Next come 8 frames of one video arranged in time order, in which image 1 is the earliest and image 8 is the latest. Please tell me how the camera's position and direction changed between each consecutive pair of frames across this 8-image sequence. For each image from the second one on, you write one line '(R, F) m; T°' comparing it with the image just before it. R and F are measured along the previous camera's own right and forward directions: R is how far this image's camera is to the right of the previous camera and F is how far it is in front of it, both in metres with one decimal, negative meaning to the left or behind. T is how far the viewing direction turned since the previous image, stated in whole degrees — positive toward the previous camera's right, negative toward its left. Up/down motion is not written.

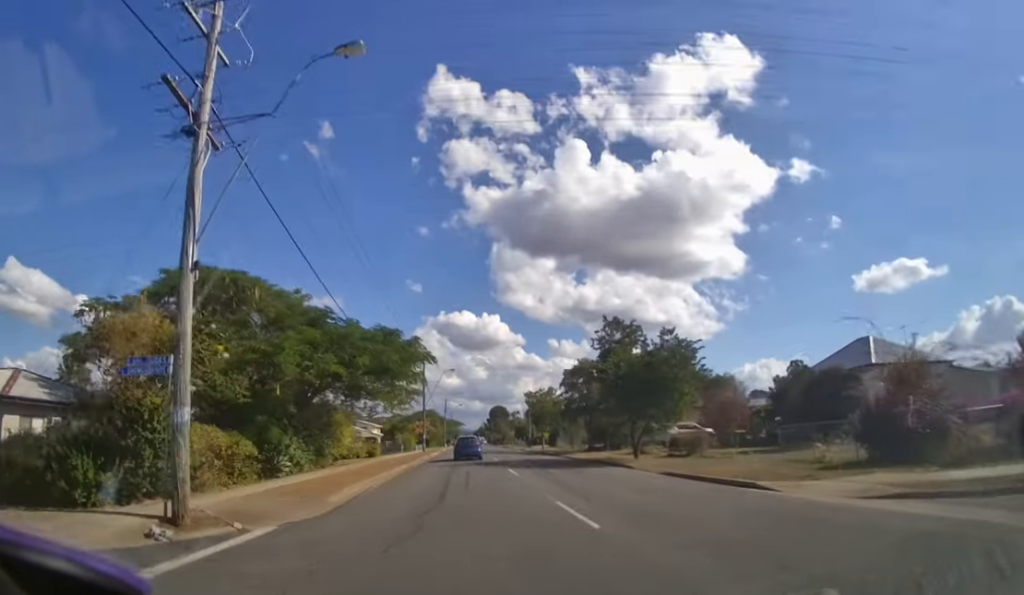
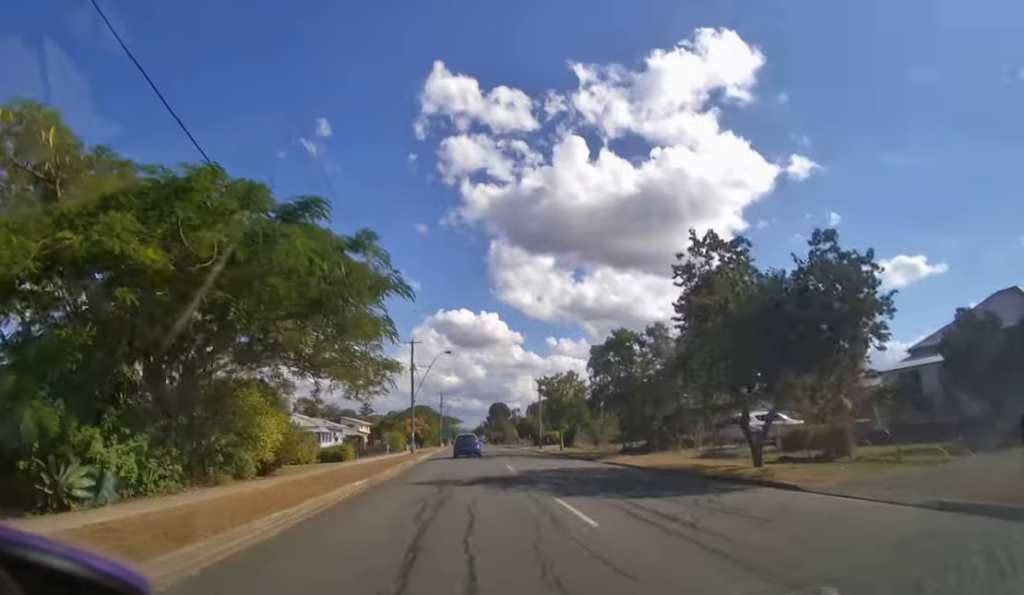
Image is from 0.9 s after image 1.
(0.0, +11.8) m; 0°
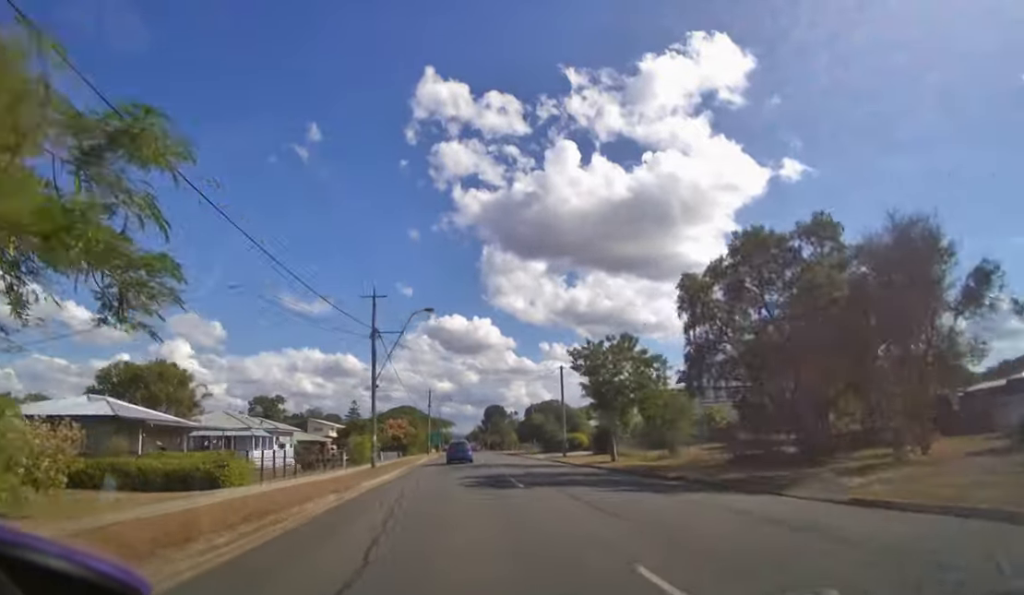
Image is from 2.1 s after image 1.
(+0.1, +18.7) m; 0°
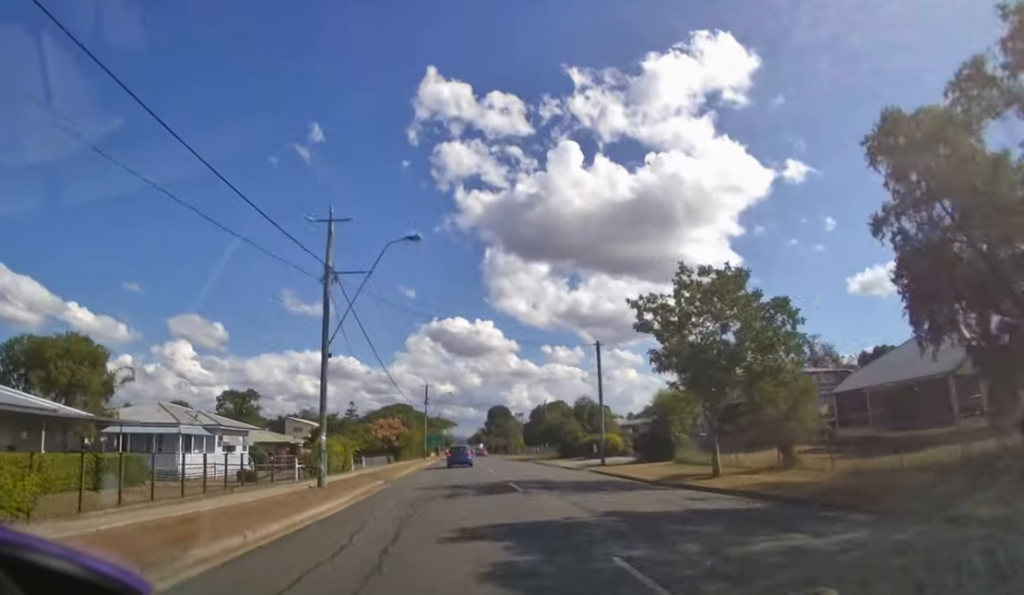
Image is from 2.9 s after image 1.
(0.0, +12.9) m; 0°
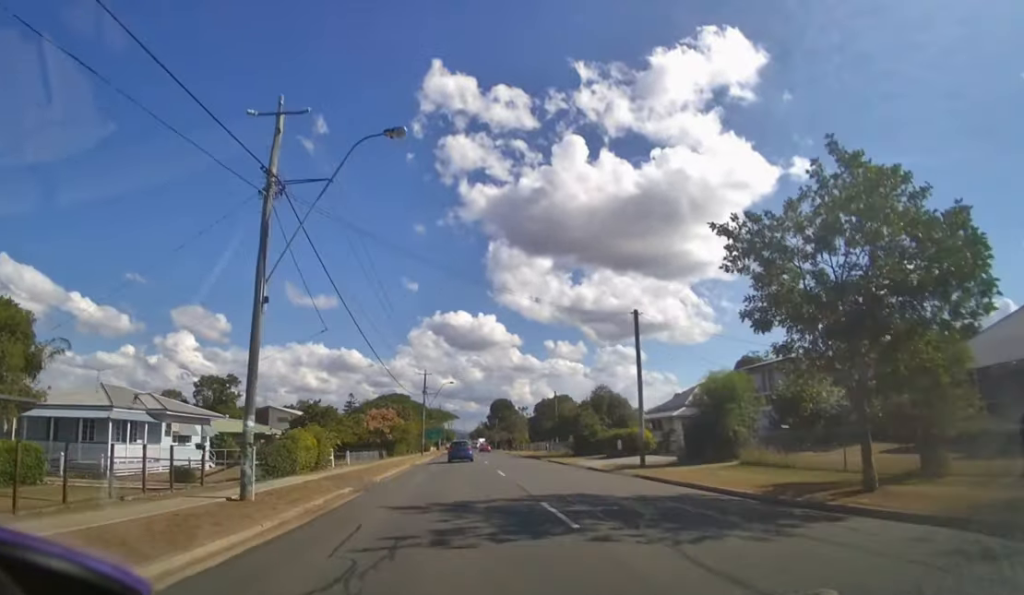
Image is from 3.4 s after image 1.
(0.0, +7.1) m; 0°
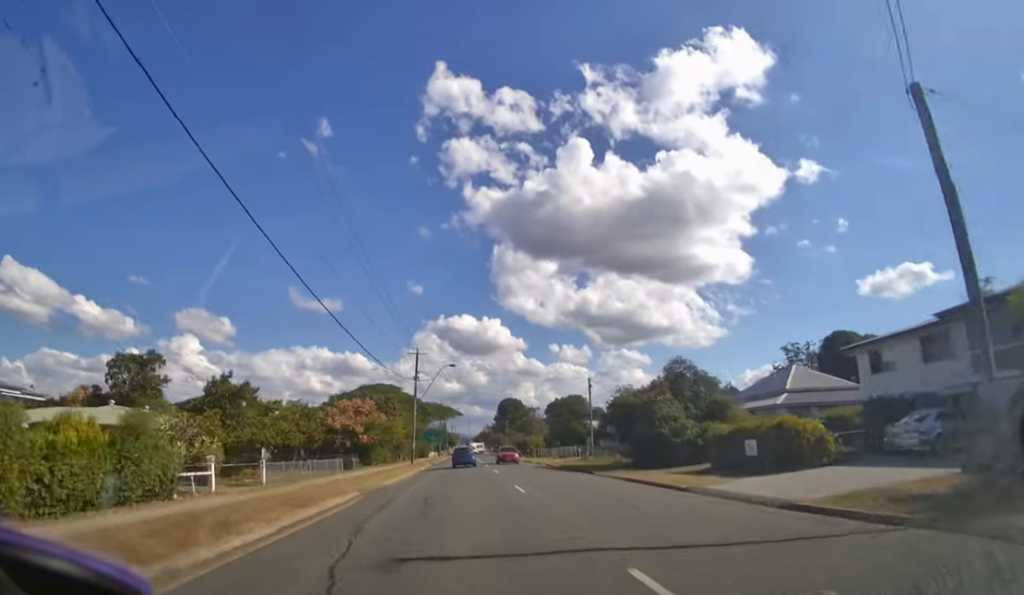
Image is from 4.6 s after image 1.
(0.0, +18.0) m; -1°
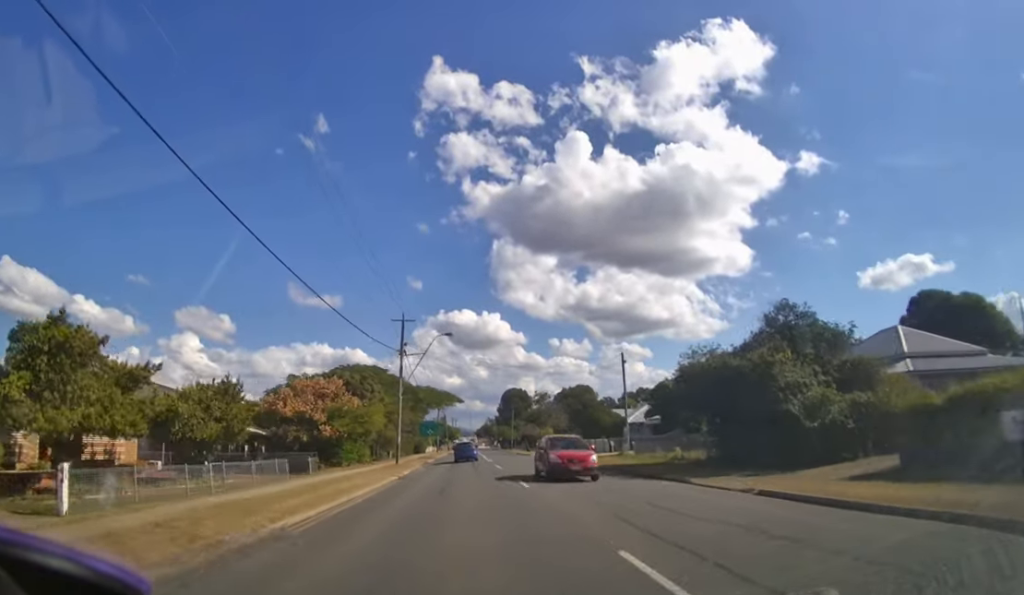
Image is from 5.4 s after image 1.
(-0.1, +11.3) m; 0°
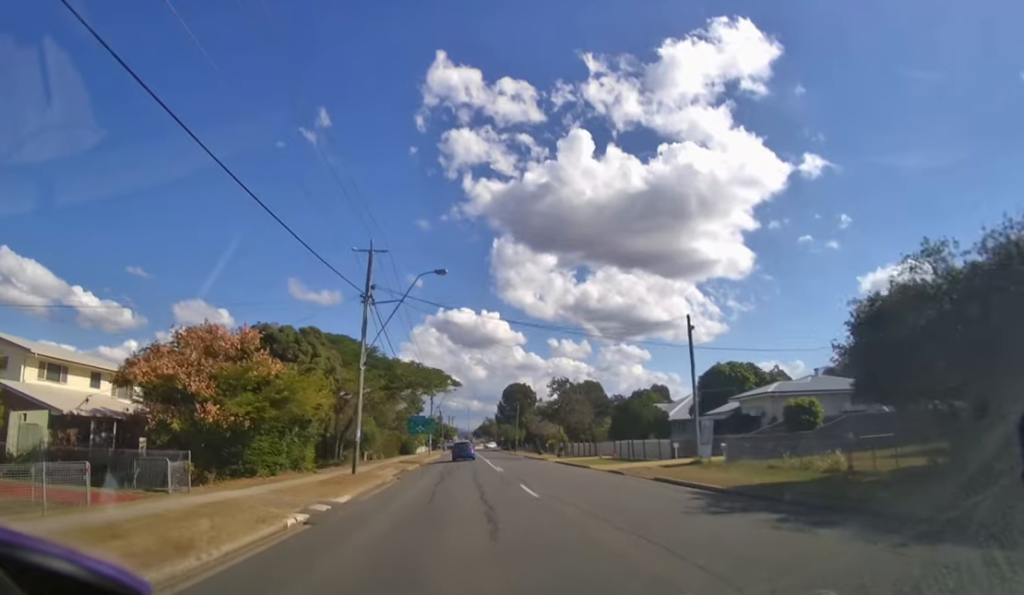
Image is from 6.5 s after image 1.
(0.0, +13.2) m; 0°
